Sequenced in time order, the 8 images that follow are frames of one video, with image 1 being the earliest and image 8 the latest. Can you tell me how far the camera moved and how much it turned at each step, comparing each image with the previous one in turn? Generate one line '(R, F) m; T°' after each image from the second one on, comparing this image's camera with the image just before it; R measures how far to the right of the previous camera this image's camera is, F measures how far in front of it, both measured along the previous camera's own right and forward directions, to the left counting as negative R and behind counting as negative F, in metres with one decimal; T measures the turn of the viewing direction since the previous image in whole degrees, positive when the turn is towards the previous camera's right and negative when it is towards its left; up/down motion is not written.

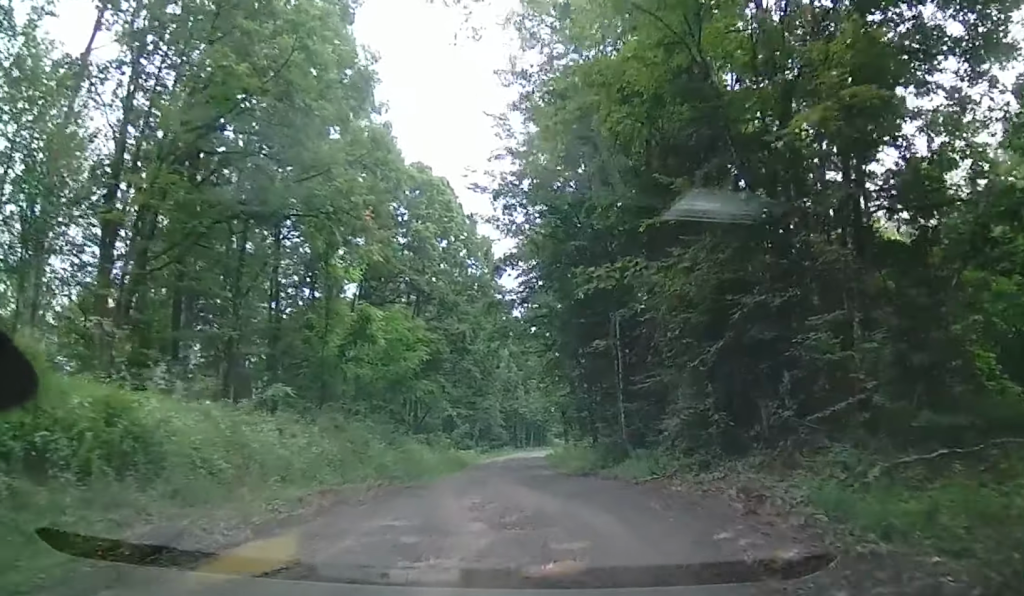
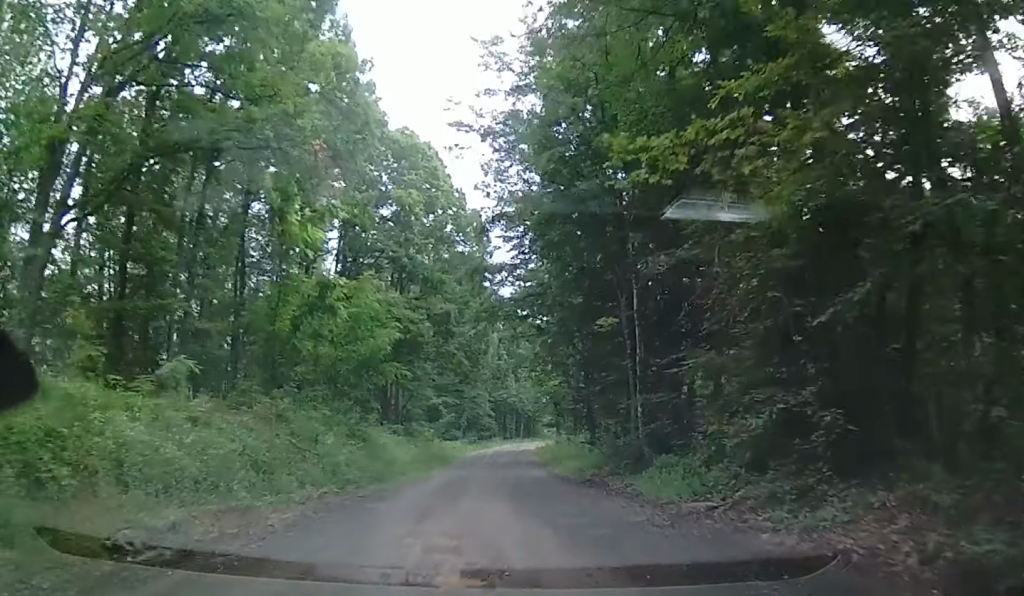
(0.0, +4.2) m; 0°
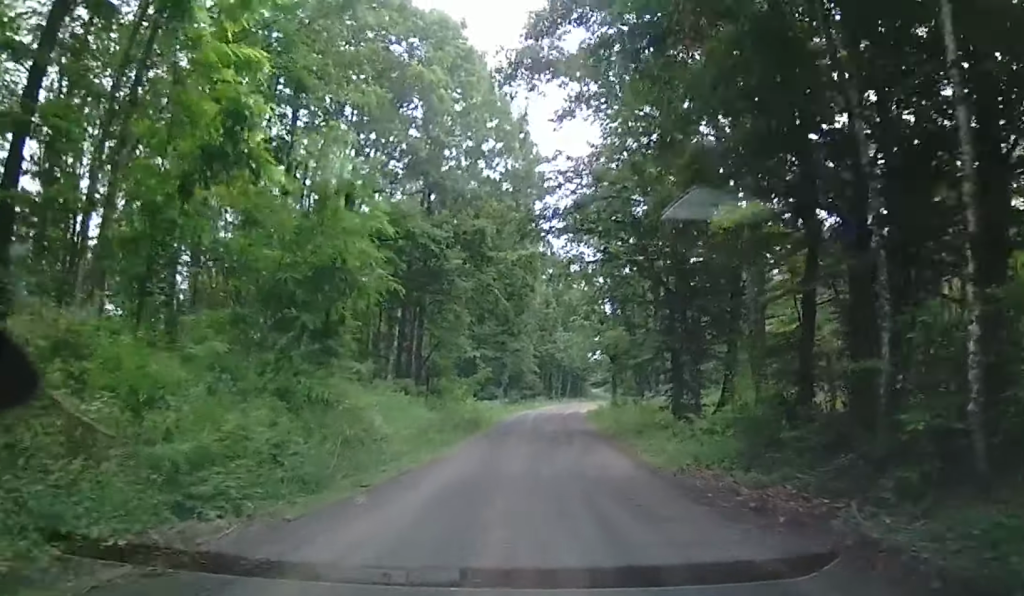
(-0.4, +10.5) m; -3°
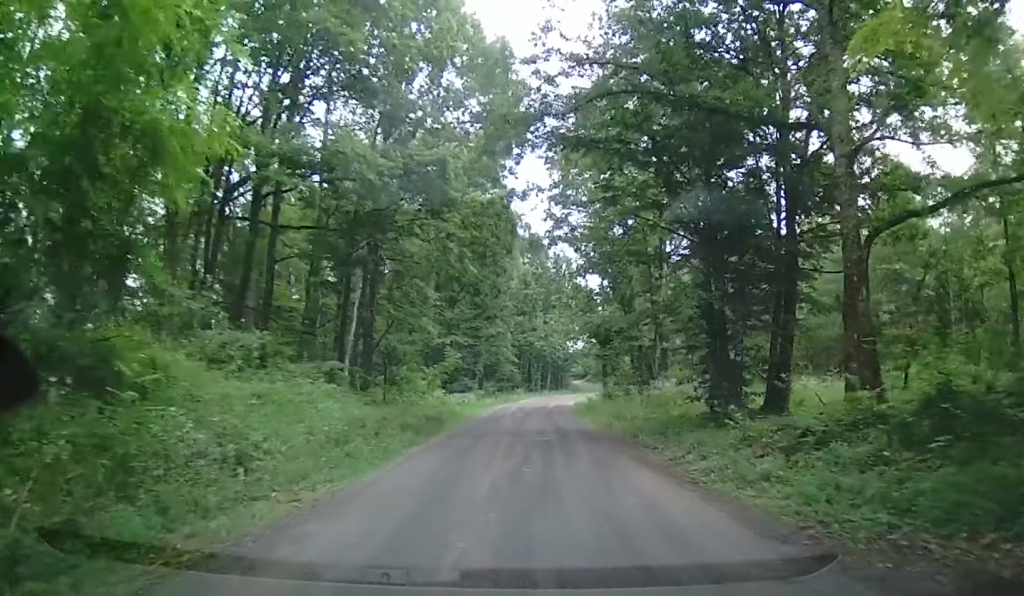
(0.0, +8.7) m; +2°
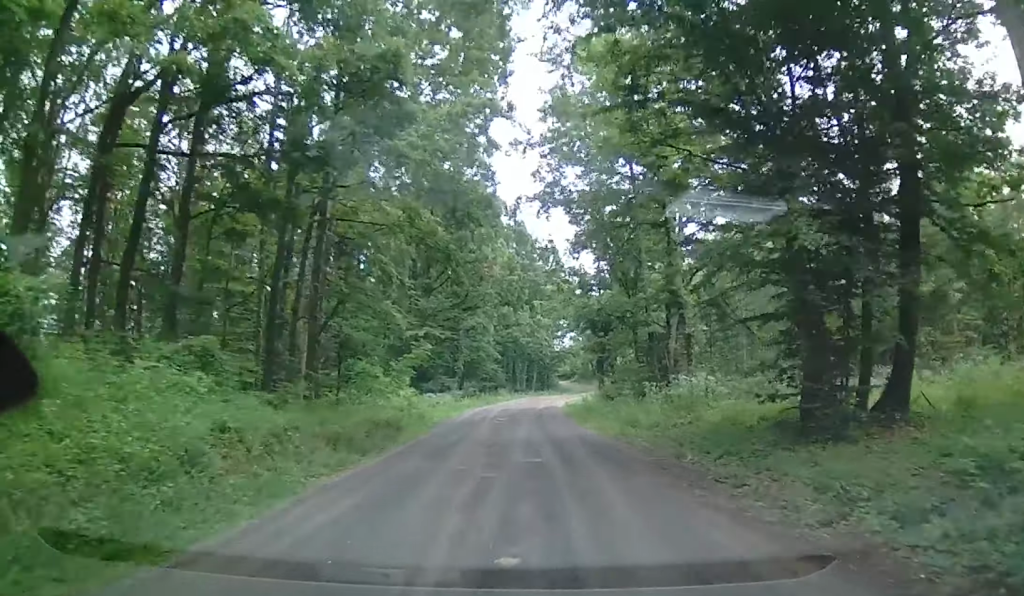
(+0.2, +7.7) m; +2°
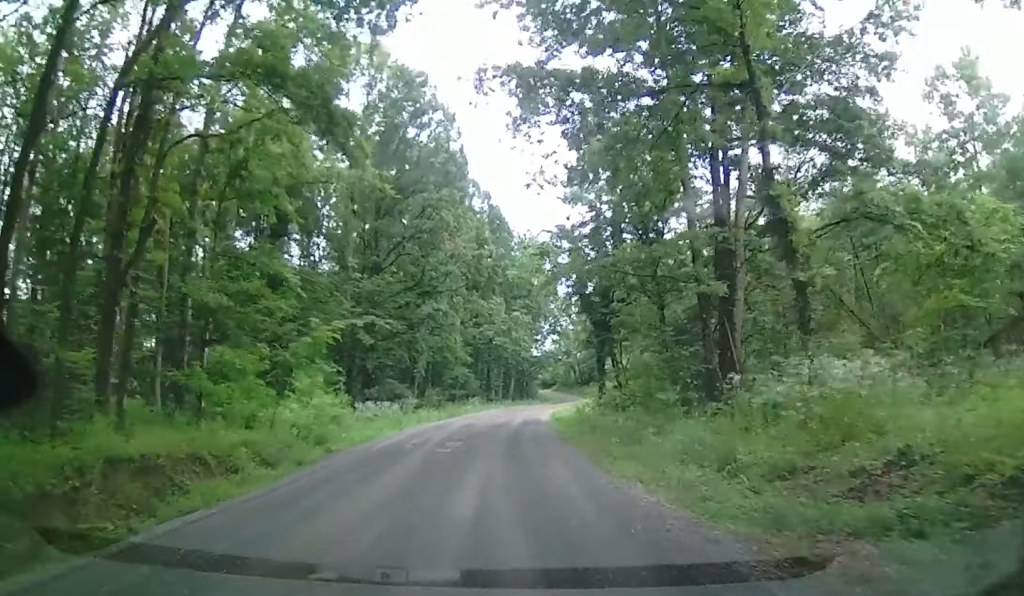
(+0.7, +14.1) m; +3°
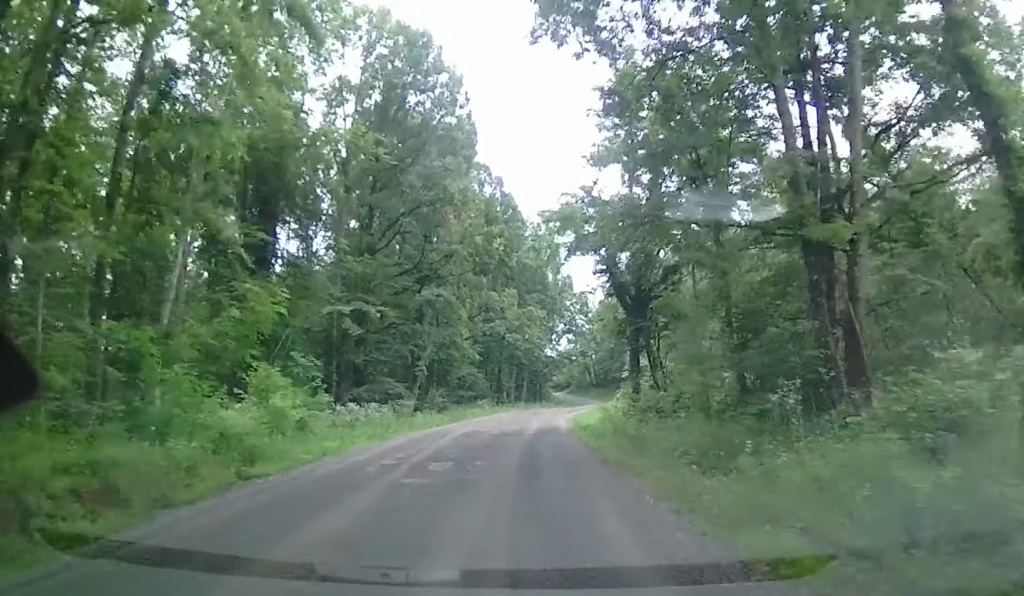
(-0.1, +6.9) m; -1°
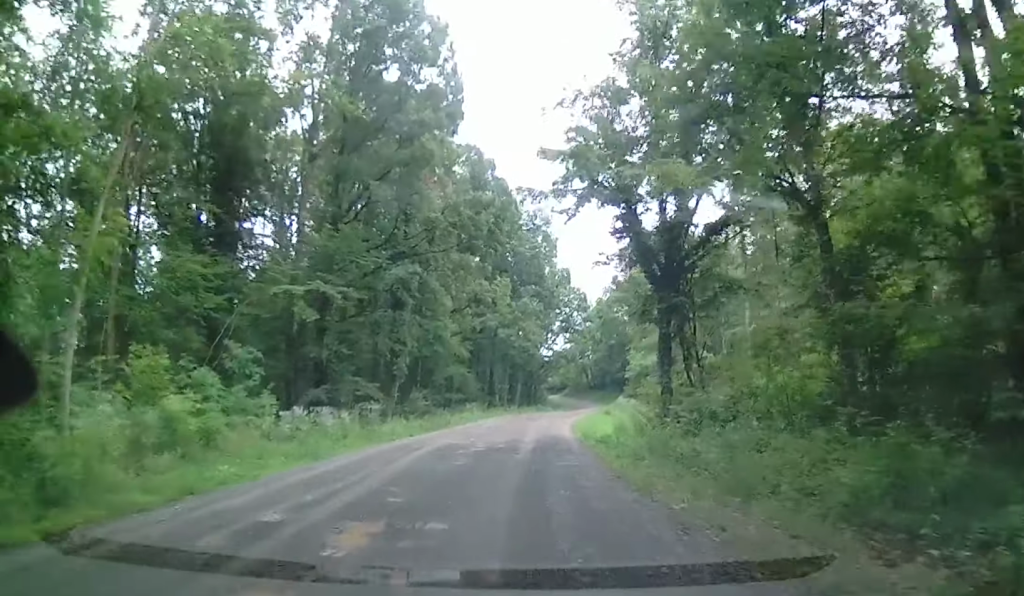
(-0.1, +7.2) m; +1°
